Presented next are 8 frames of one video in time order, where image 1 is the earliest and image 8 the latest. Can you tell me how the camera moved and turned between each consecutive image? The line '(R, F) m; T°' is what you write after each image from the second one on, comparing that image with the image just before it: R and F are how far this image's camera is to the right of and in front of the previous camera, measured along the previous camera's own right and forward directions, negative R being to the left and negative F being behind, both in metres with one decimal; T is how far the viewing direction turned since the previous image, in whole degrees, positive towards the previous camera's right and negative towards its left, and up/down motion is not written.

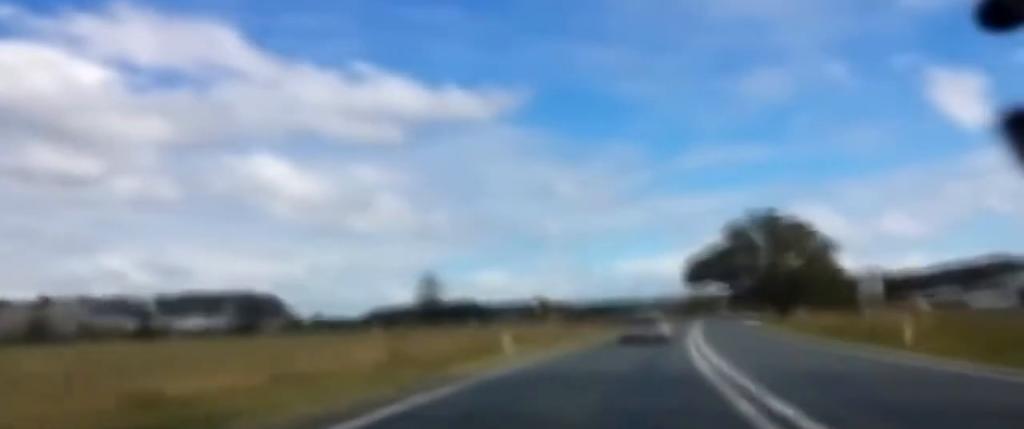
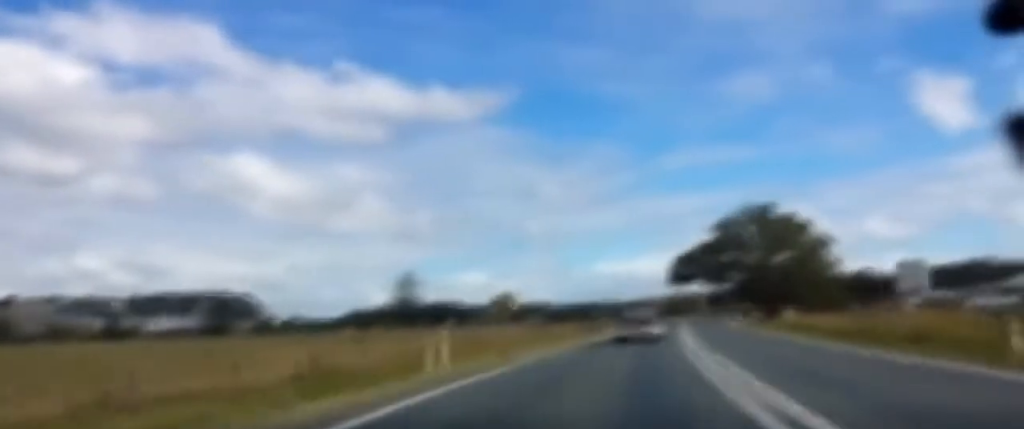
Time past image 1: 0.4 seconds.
(0.0, +7.7) m; +1°
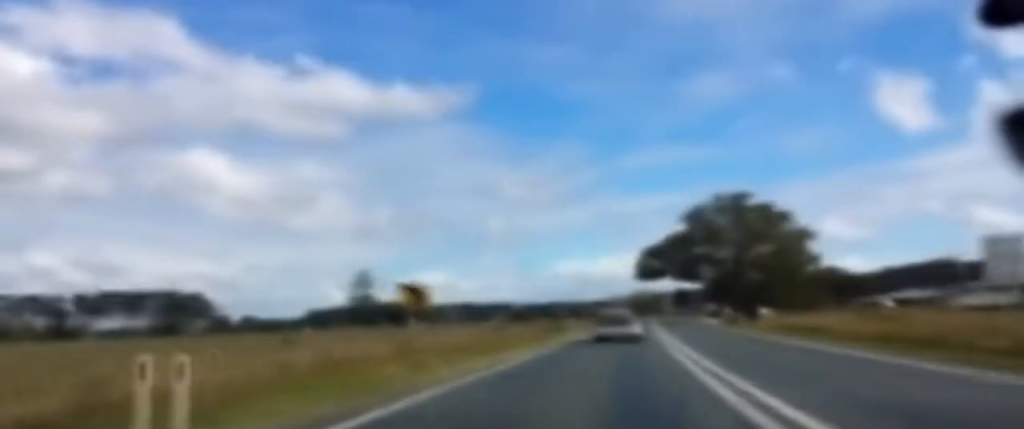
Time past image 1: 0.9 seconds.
(+0.2, +9.7) m; +1°
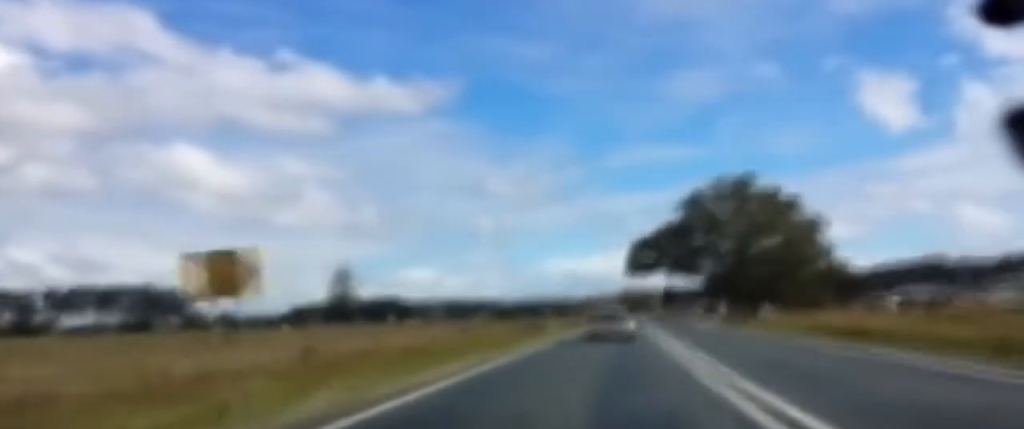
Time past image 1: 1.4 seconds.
(+0.1, +10.3) m; +1°
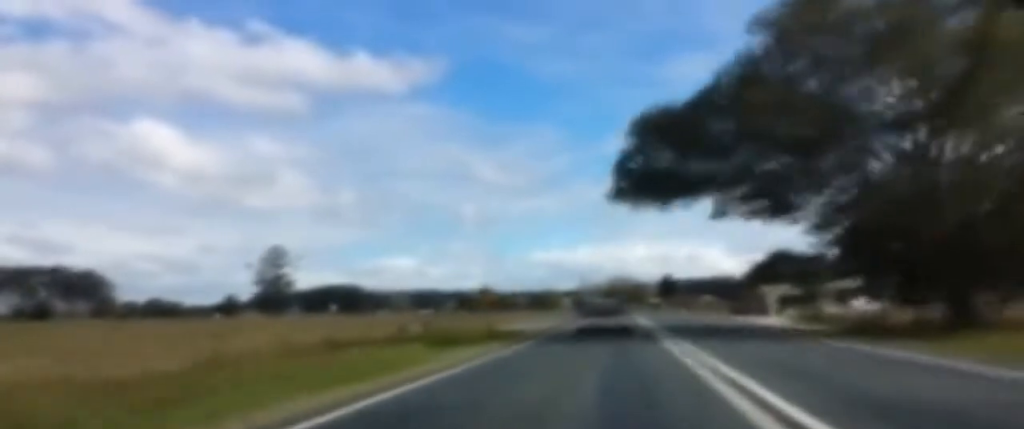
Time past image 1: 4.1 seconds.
(+2.2, +51.0) m; +2°
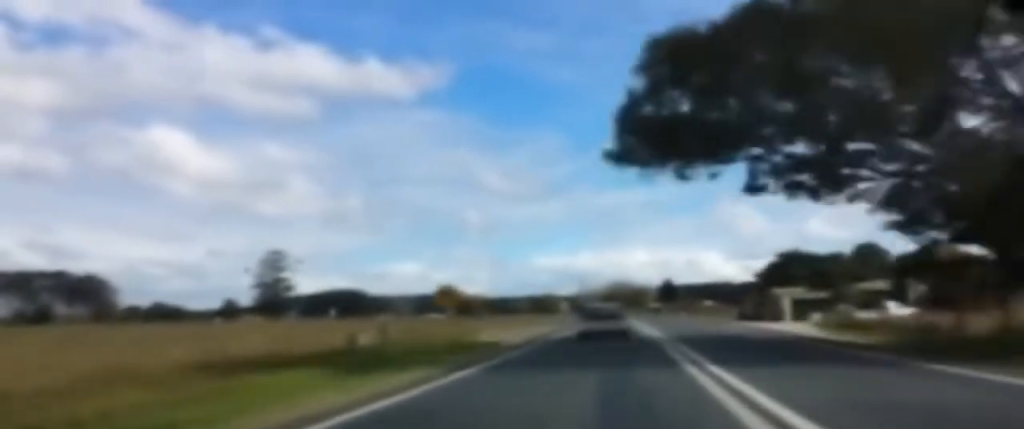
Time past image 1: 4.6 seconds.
(-0.1, +9.7) m; 0°
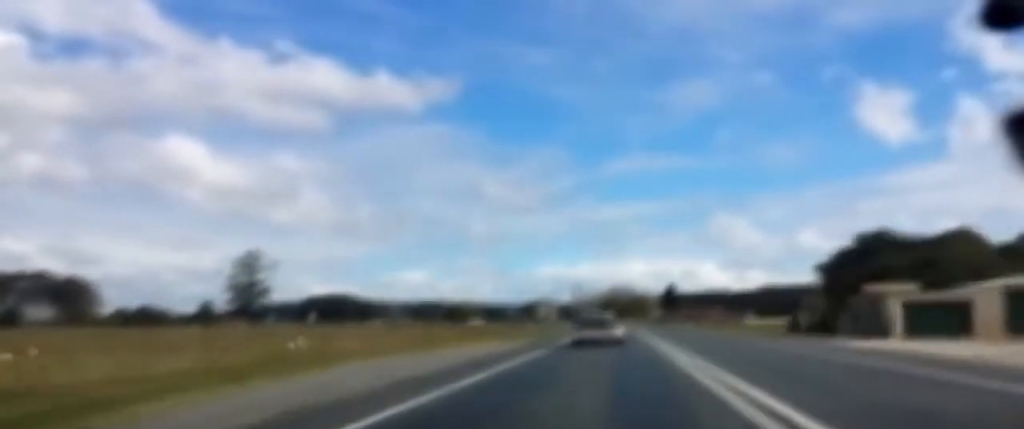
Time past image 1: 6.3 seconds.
(-0.1, +33.0) m; 0°
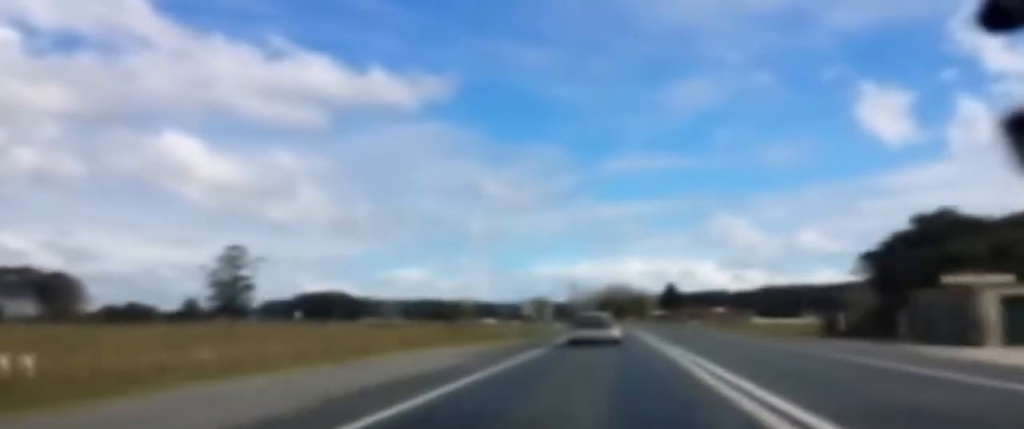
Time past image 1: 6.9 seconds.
(-0.2, +12.2) m; 0°
